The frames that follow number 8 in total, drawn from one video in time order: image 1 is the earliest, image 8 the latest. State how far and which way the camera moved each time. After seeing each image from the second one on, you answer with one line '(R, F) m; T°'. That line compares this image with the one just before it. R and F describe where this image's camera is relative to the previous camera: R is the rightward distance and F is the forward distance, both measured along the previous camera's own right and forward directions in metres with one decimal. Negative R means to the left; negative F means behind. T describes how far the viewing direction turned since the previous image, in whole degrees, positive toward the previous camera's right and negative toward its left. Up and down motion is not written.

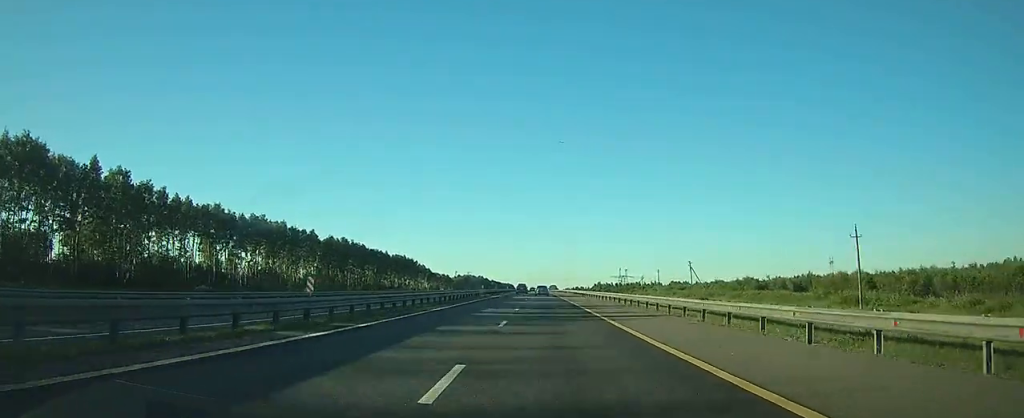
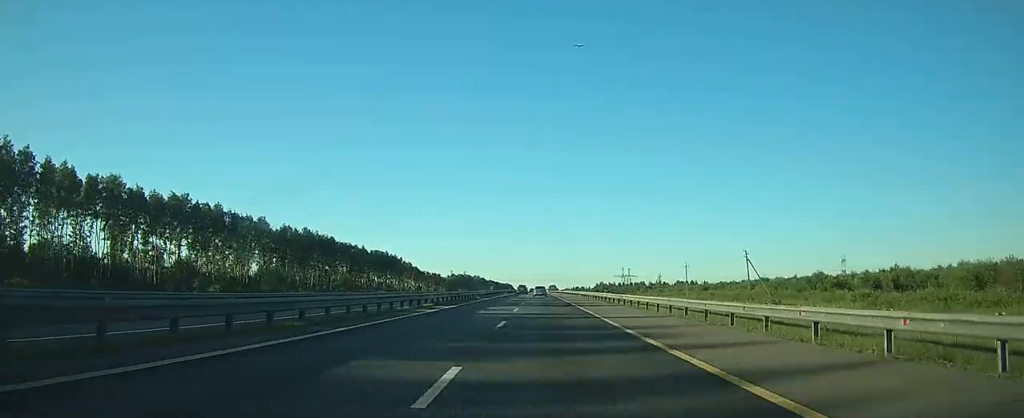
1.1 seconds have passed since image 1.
(0.0, +36.6) m; 0°
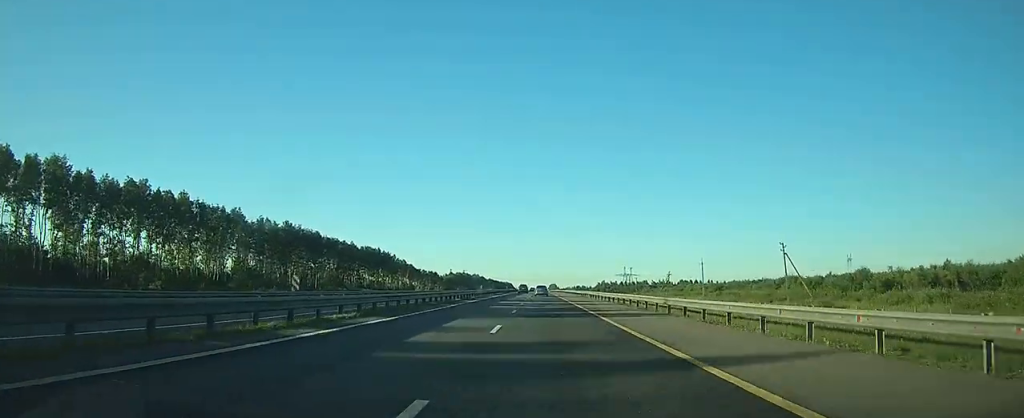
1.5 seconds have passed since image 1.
(0.0, +14.8) m; 0°
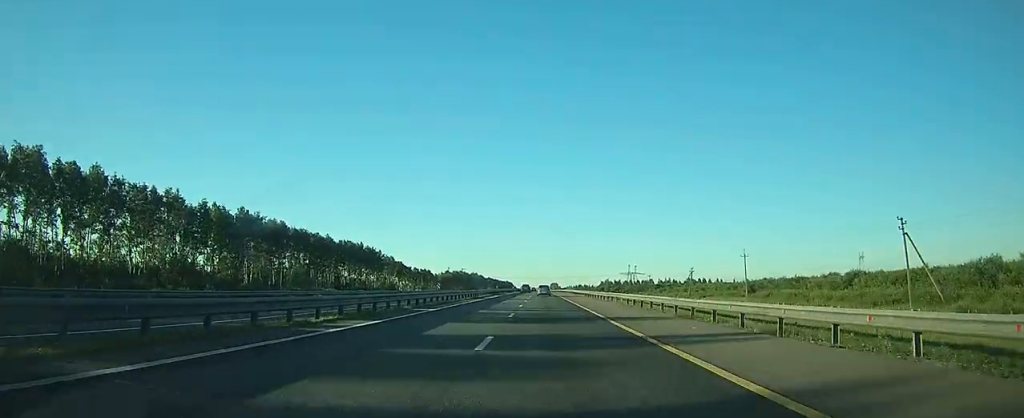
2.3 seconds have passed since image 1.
(0.0, +28.4) m; 0°
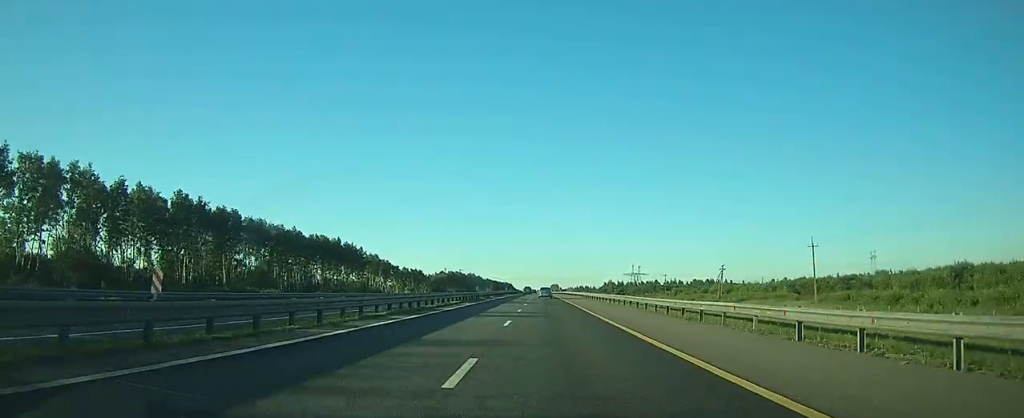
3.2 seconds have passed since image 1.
(0.0, +28.3) m; 0°
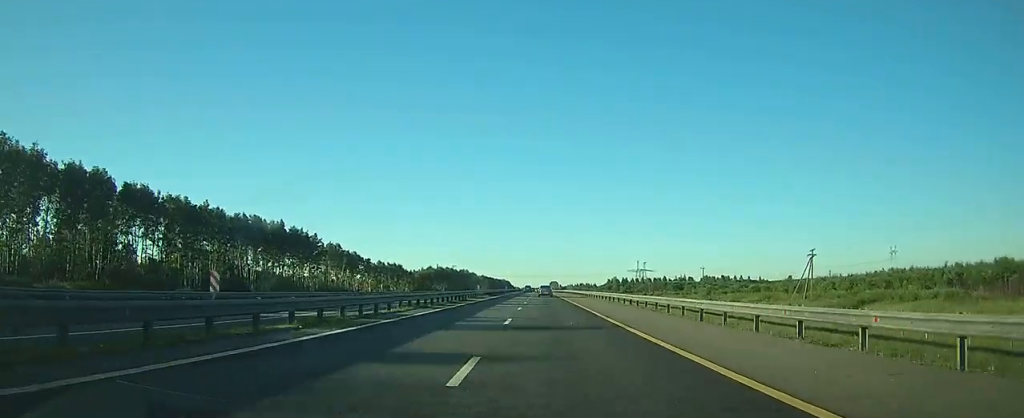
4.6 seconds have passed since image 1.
(+0.1, +48.4) m; 0°
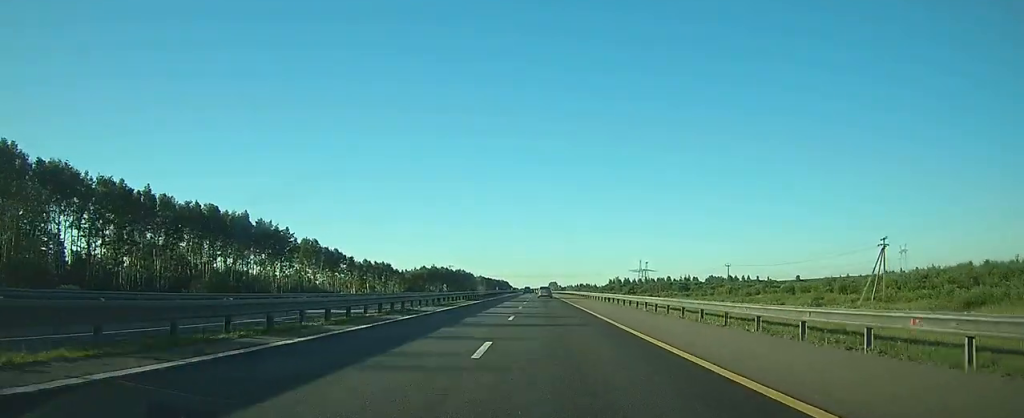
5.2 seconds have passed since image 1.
(0.0, +21.2) m; 0°
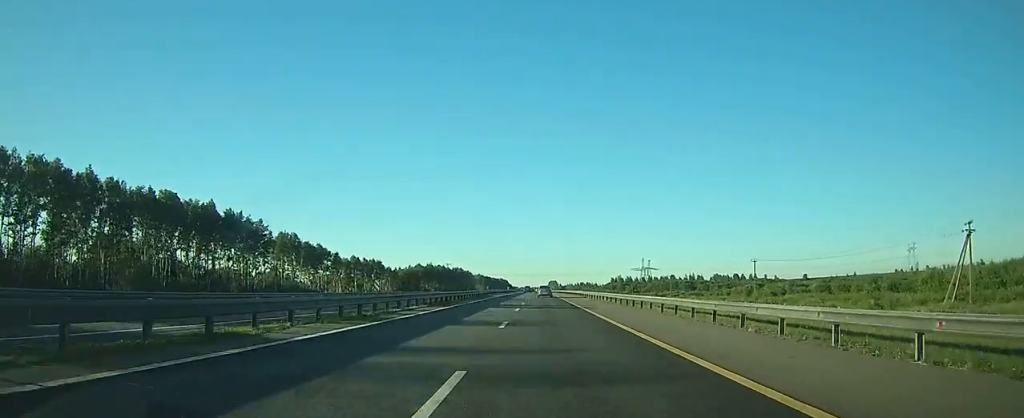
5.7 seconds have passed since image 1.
(0.0, +16.8) m; 0°
